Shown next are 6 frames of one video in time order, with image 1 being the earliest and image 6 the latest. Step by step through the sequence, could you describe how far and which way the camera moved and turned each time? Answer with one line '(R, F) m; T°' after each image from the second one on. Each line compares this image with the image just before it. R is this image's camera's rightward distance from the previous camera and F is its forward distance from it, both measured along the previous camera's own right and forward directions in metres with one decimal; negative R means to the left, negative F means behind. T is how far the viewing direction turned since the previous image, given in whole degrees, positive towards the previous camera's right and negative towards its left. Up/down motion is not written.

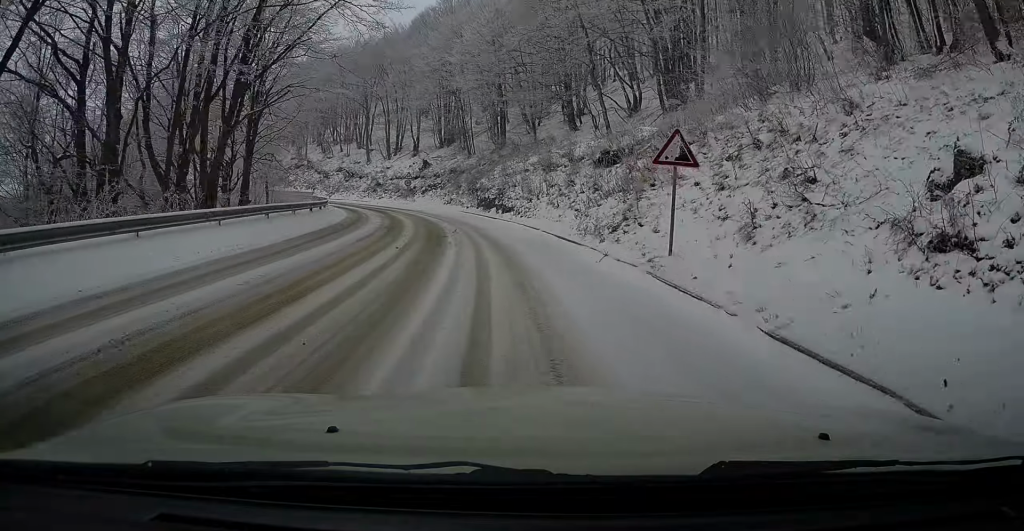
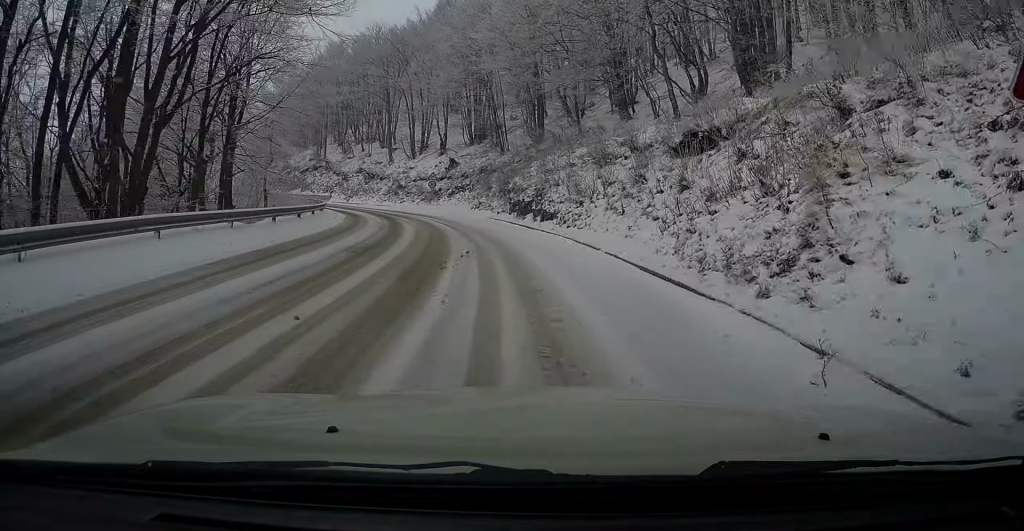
(-0.3, +8.0) m; -6°
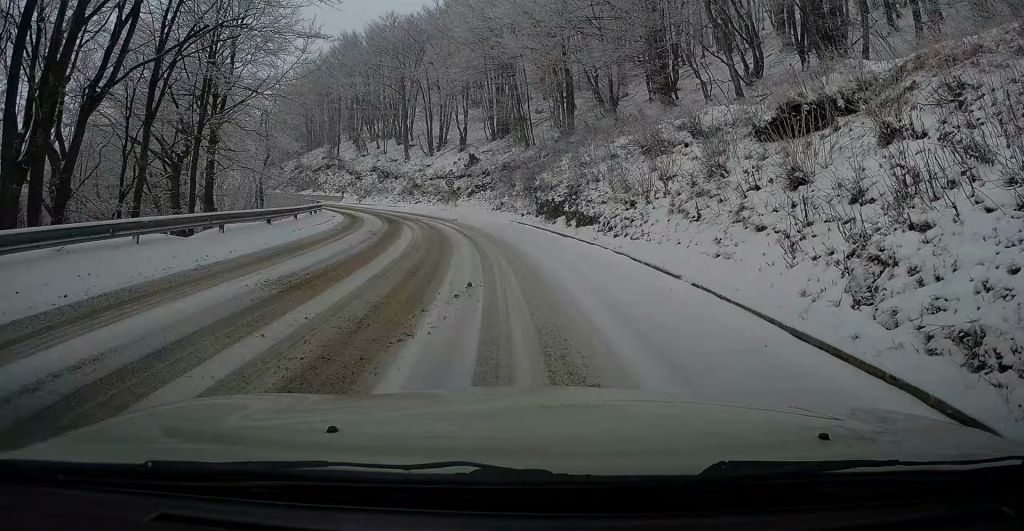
(+0.1, +5.2) m; -4°
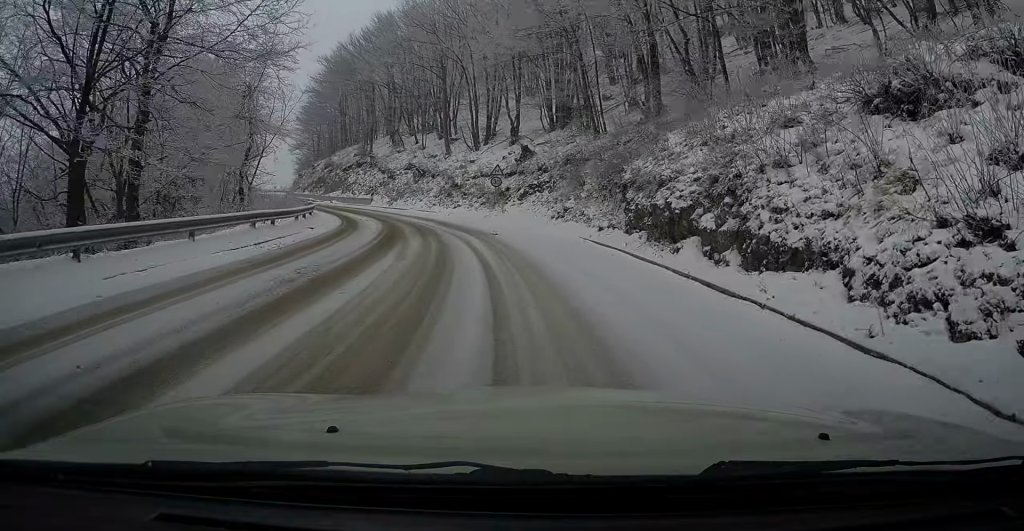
(-1.1, +10.5) m; -7°
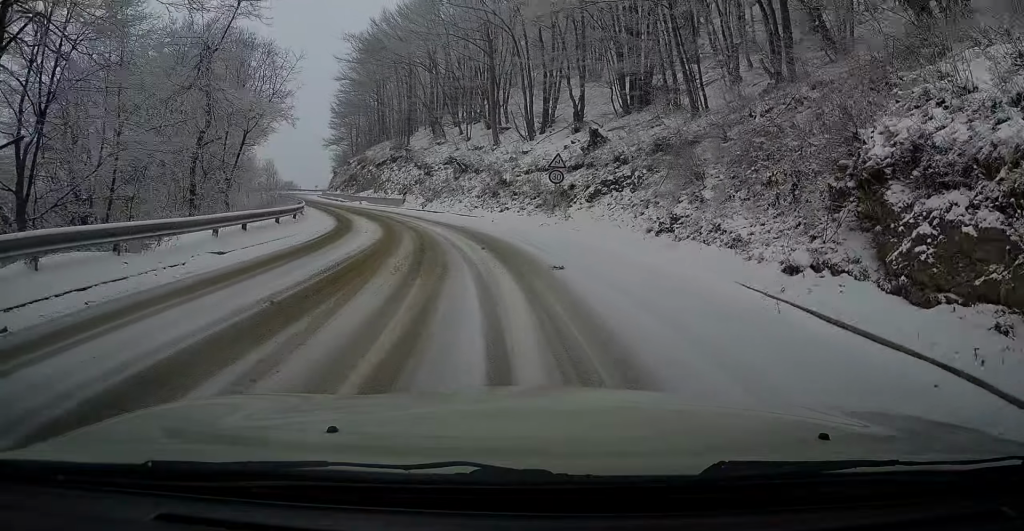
(-0.2, +9.7) m; -5°
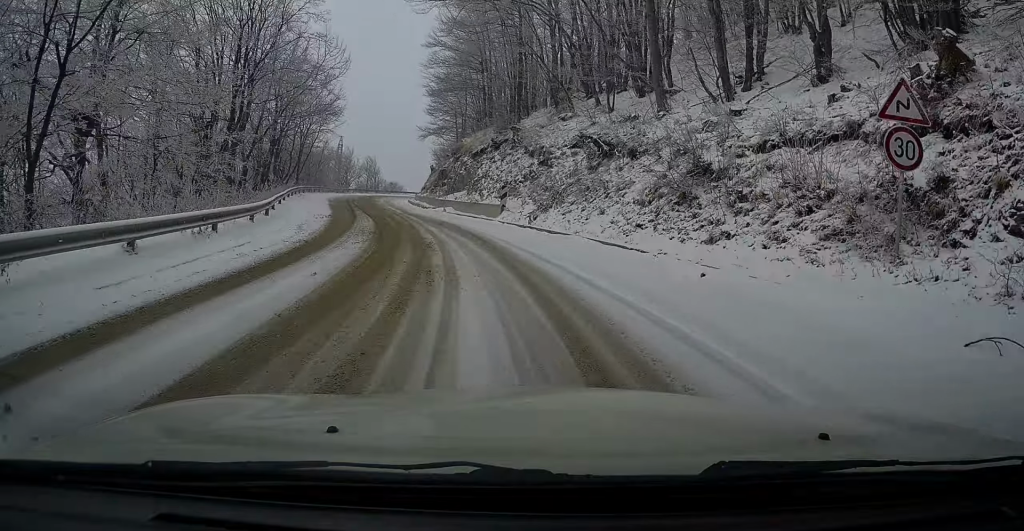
(-1.9, +19.0) m; -9°
